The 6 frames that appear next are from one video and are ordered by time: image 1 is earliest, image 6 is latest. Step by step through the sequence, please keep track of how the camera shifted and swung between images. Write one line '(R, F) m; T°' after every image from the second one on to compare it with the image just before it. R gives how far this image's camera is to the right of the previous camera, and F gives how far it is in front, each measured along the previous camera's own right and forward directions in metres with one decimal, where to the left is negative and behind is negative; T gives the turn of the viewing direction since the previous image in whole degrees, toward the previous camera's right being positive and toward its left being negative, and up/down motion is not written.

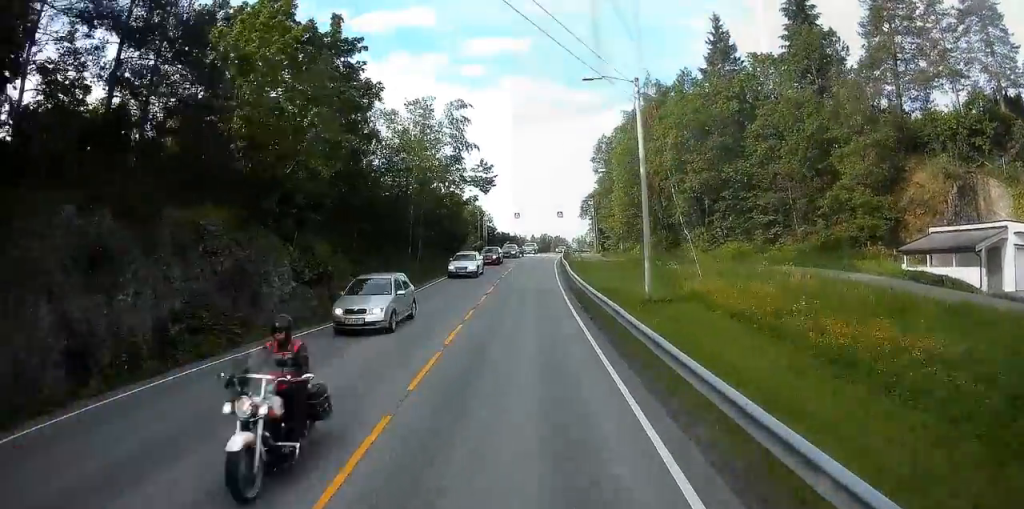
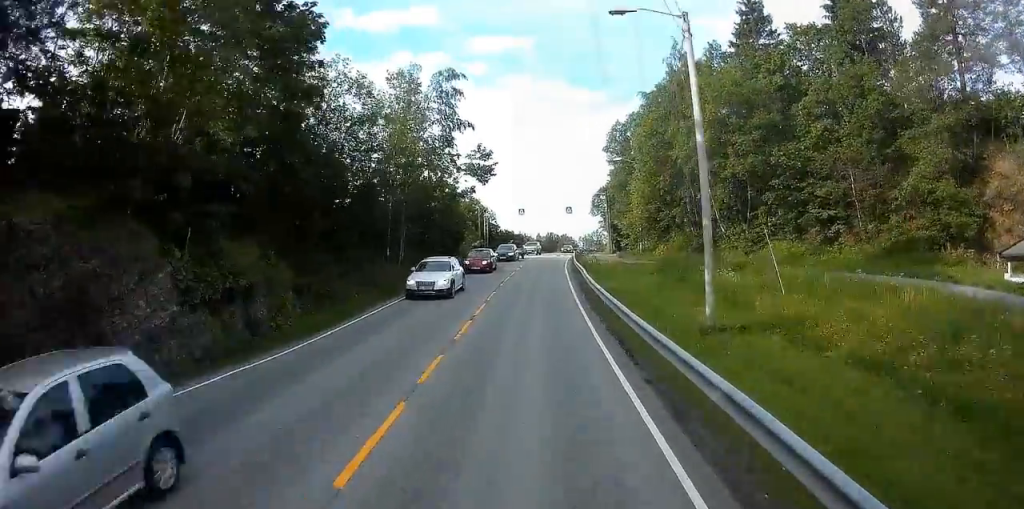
(-0.2, +7.7) m; -1°
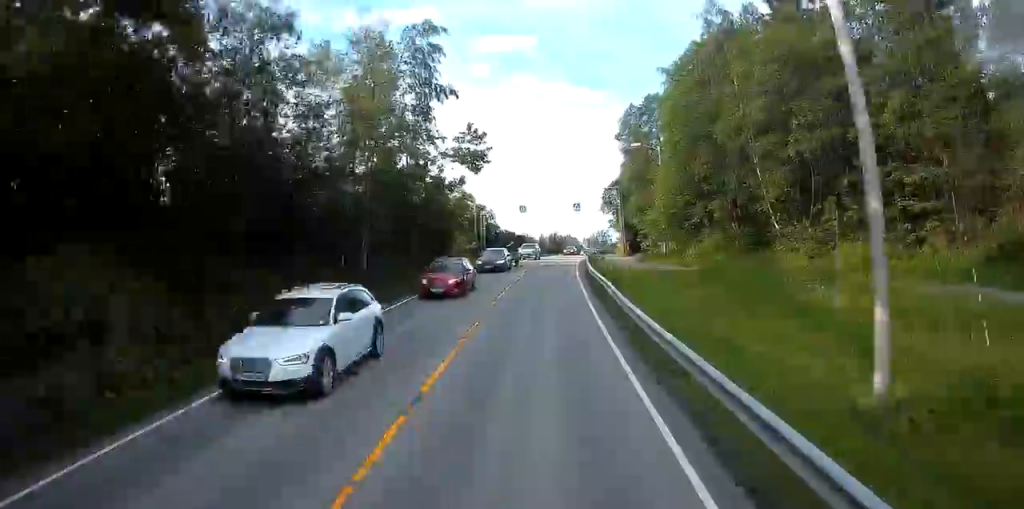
(-0.1, +8.4) m; 0°
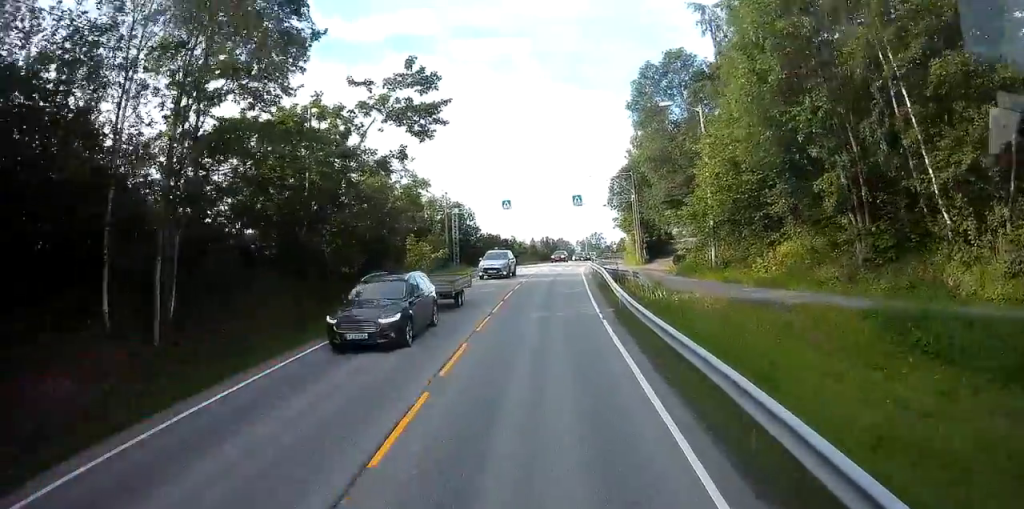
(0.0, +14.5) m; +1°
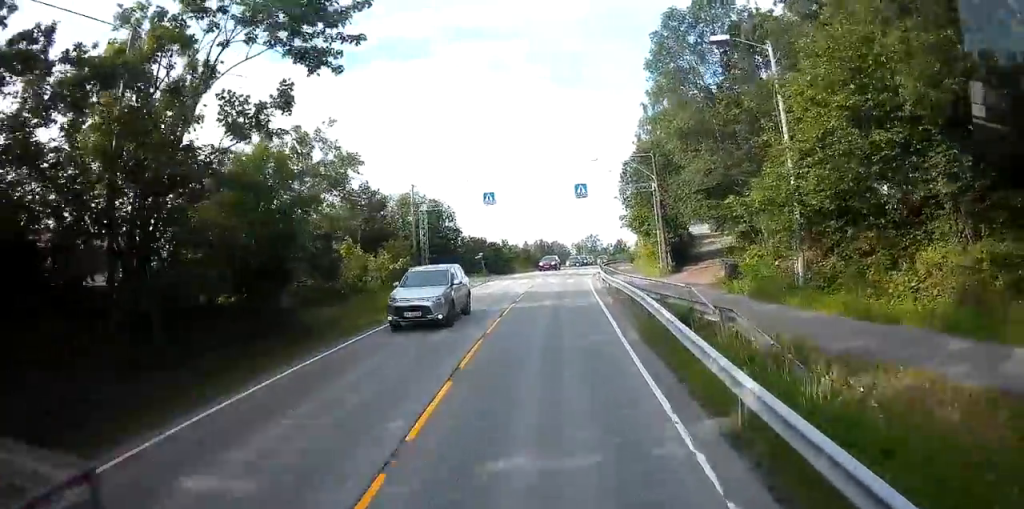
(+0.1, +11.0) m; +1°
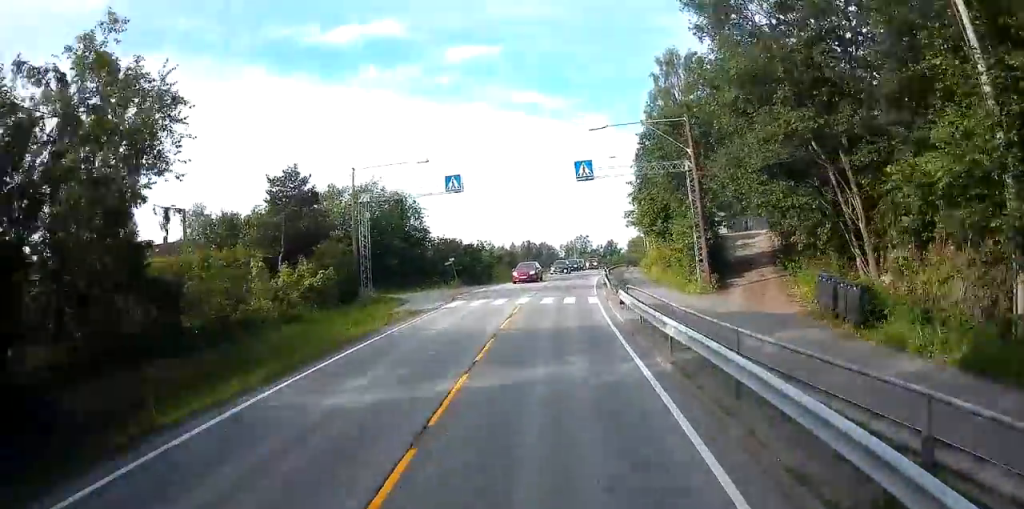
(+0.1, +10.9) m; +1°
